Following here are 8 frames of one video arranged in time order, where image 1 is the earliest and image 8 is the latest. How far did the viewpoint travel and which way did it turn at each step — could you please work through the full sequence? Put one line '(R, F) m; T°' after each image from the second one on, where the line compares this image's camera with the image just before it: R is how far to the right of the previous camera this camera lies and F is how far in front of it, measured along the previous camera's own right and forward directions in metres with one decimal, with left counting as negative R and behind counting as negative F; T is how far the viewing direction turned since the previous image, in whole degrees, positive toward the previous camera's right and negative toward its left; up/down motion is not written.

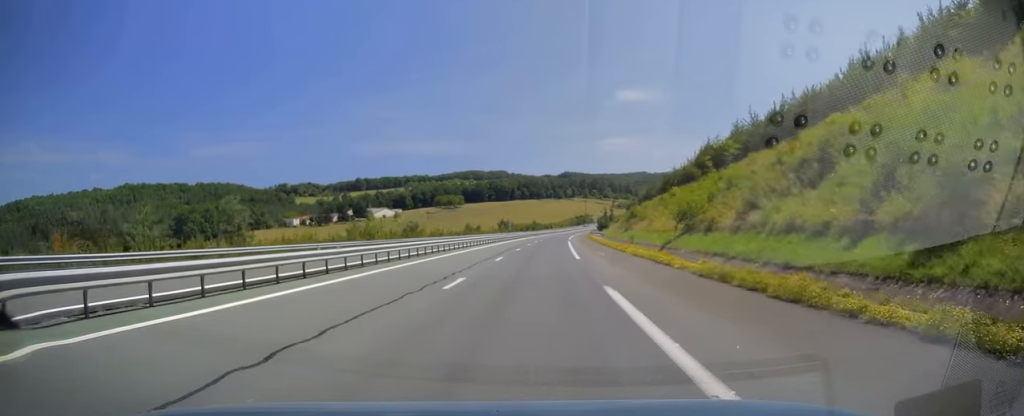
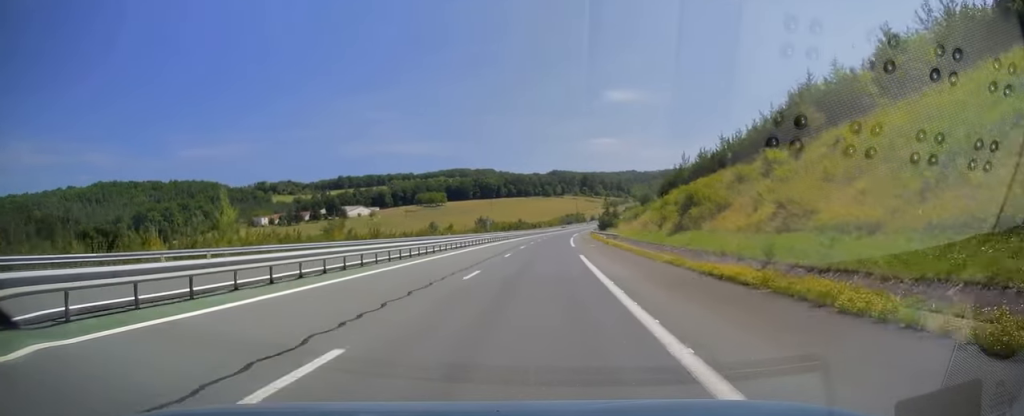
(+0.4, +36.3) m; +1°
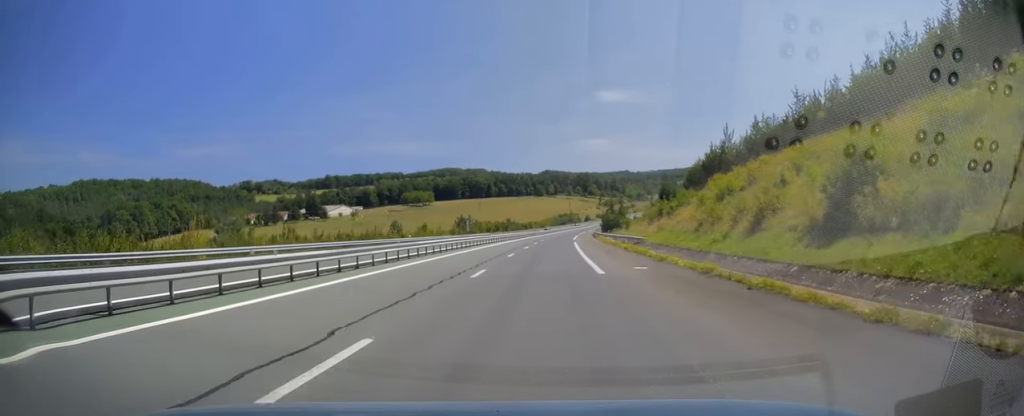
(+0.1, +24.8) m; 0°
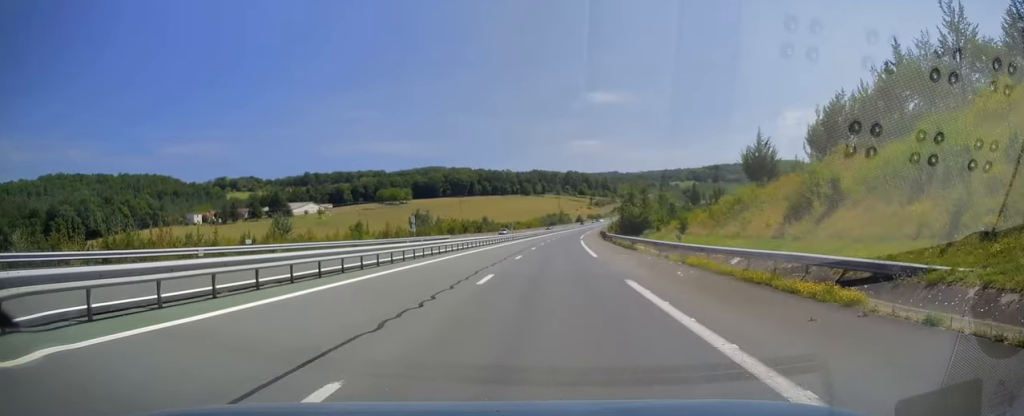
(0.0, +40.7) m; +2°
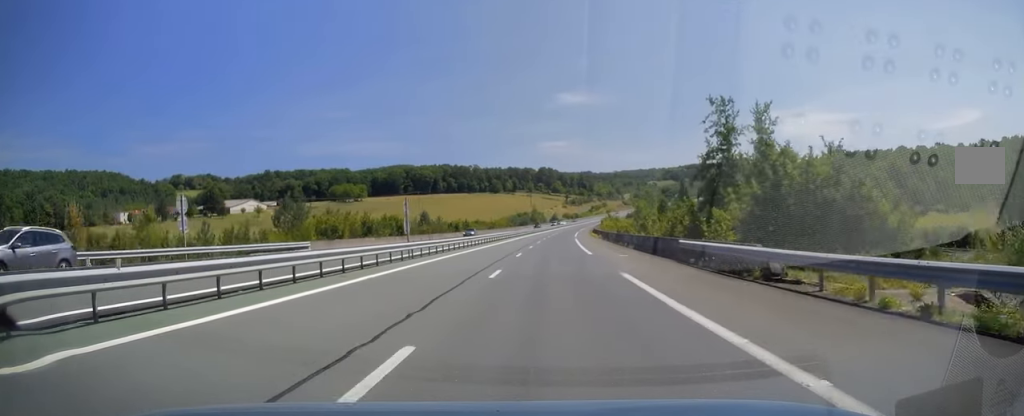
(+1.4, +49.6) m; +2°
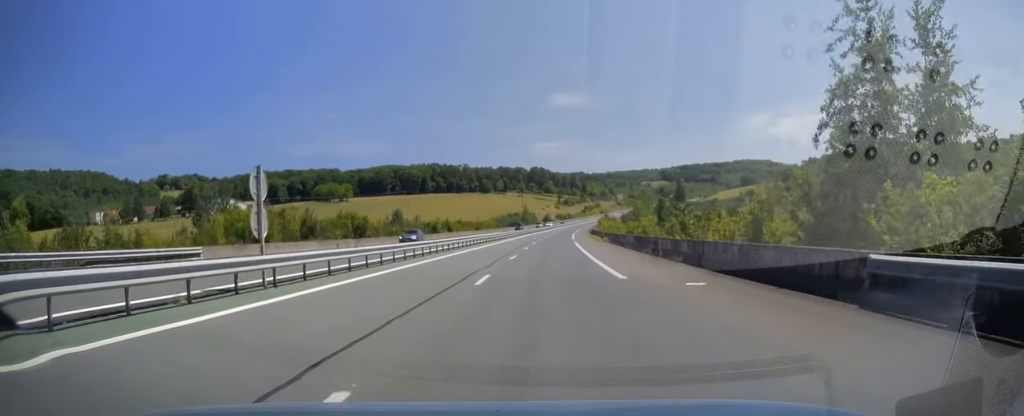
(-0.1, +14.9) m; 0°
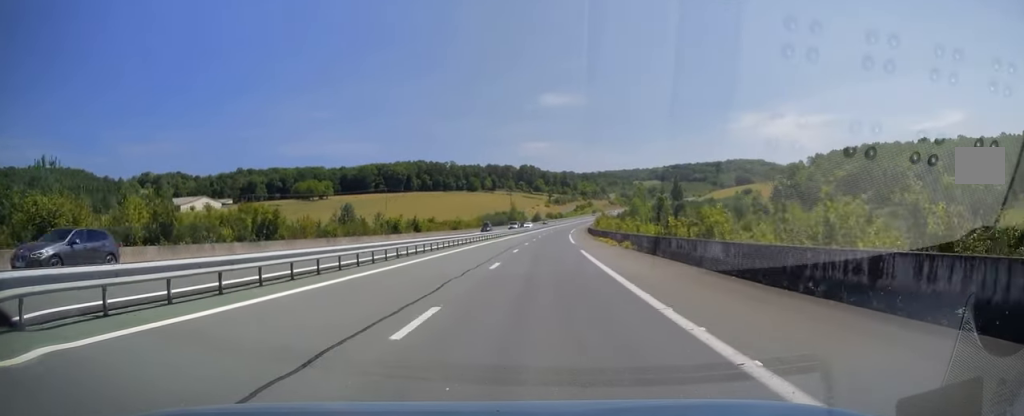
(+0.3, +20.3) m; +1°
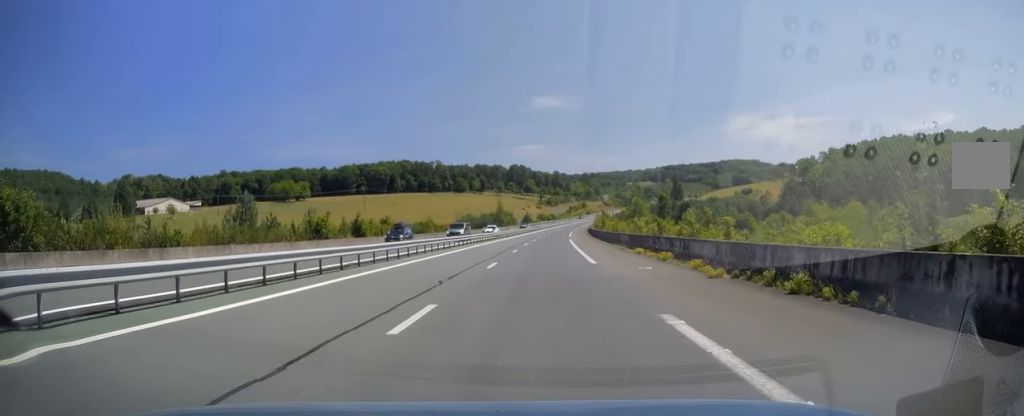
(+0.4, +25.3) m; +1°
